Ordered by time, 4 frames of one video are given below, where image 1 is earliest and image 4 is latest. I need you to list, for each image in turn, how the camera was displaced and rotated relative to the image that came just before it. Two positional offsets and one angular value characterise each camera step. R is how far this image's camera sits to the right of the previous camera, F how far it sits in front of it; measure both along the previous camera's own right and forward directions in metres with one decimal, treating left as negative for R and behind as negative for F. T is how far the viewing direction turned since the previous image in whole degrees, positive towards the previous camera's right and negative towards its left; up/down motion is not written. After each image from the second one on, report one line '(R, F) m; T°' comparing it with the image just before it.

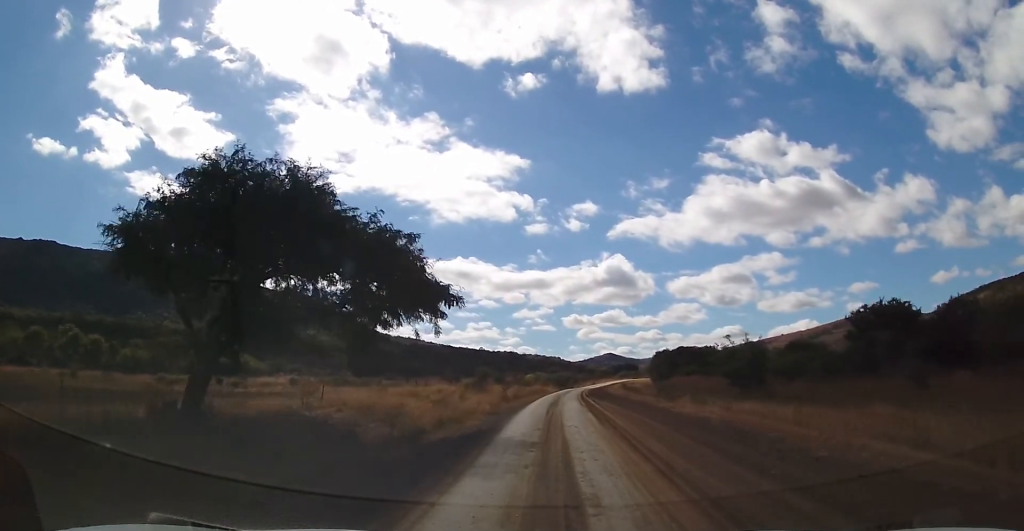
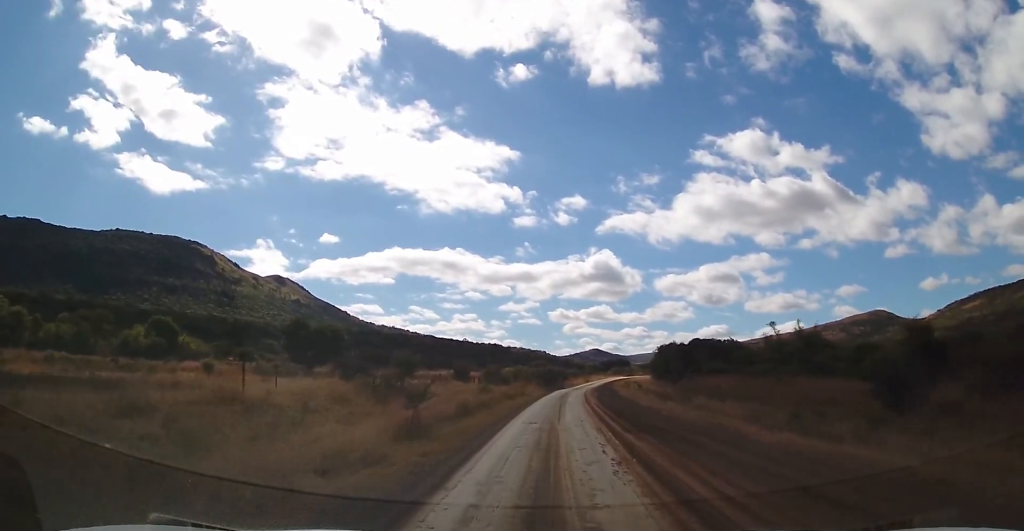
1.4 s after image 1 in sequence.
(+0.6, +25.4) m; +2°
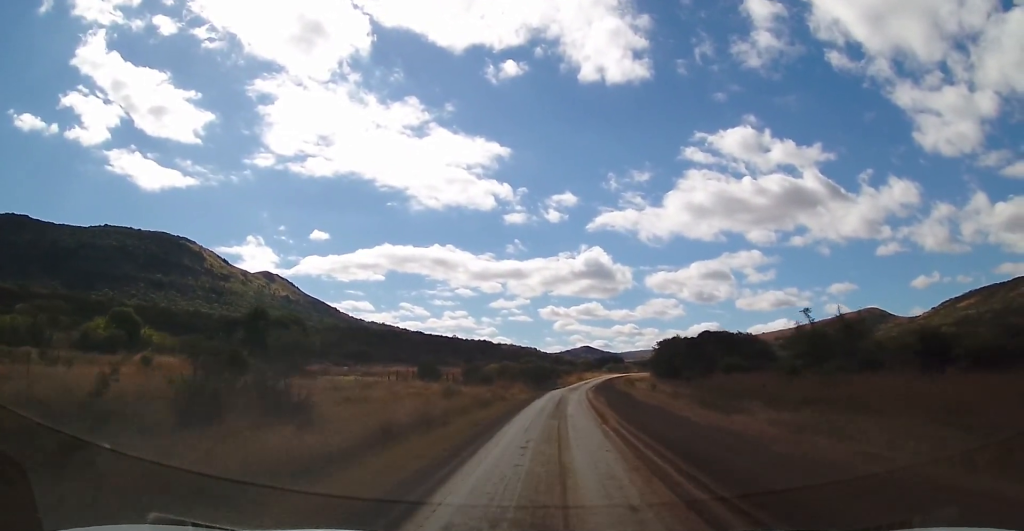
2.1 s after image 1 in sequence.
(0.0, +12.7) m; 0°
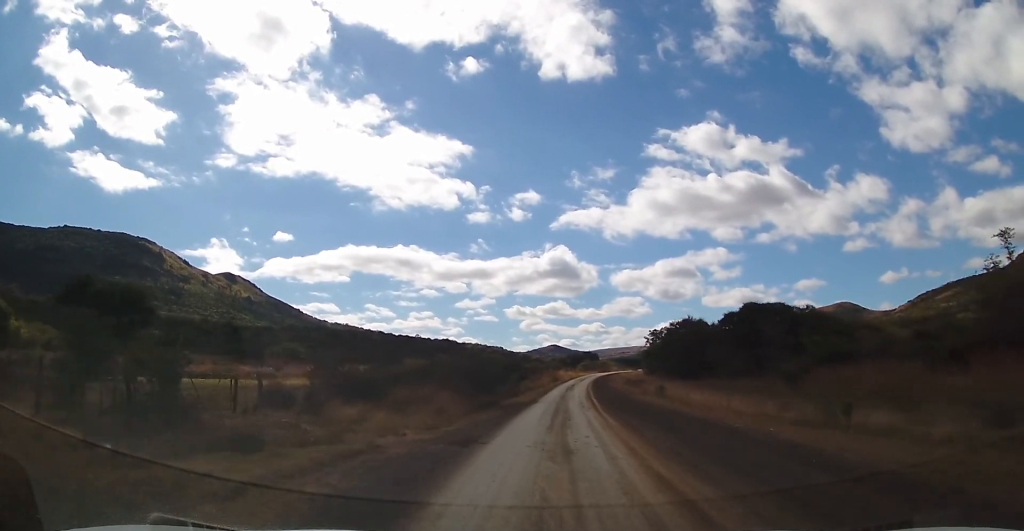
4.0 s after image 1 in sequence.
(+0.6, +34.0) m; +3°
